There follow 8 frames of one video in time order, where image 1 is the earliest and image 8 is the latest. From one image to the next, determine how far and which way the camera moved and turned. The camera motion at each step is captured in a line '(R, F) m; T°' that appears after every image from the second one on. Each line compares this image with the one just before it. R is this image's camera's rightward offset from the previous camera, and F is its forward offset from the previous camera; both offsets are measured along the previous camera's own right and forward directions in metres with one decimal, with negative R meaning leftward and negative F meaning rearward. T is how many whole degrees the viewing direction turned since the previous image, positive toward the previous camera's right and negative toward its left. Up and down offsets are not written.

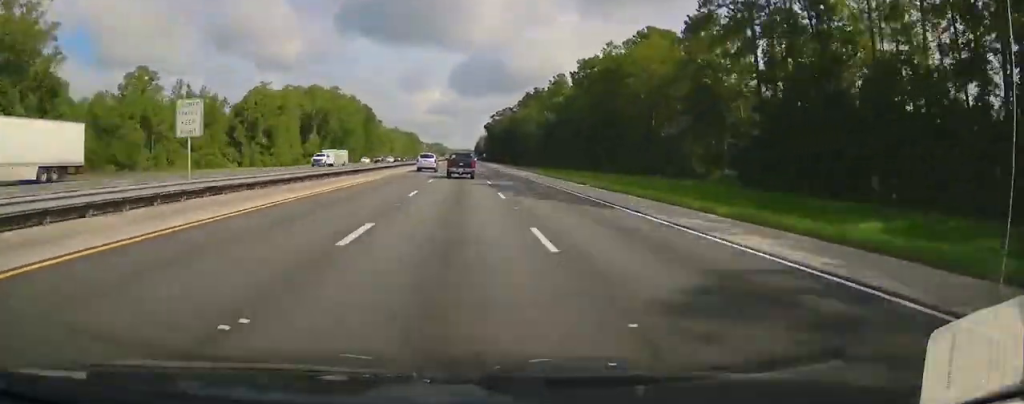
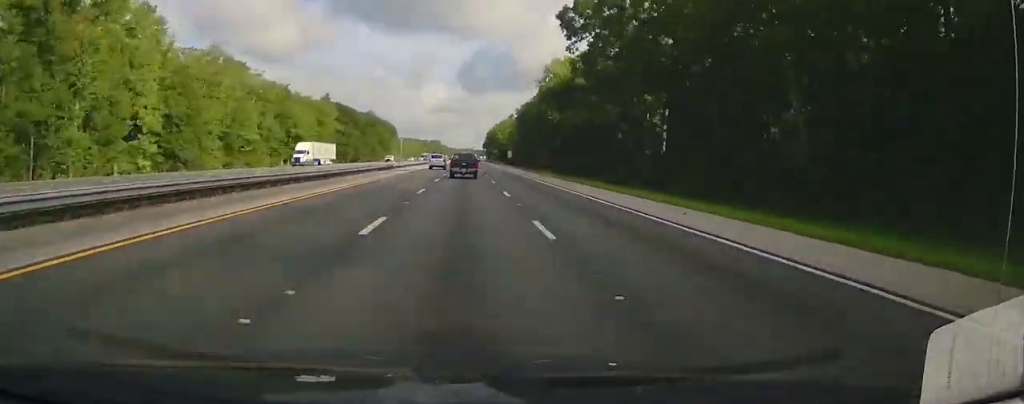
(+0.4, +197.8) m; 0°
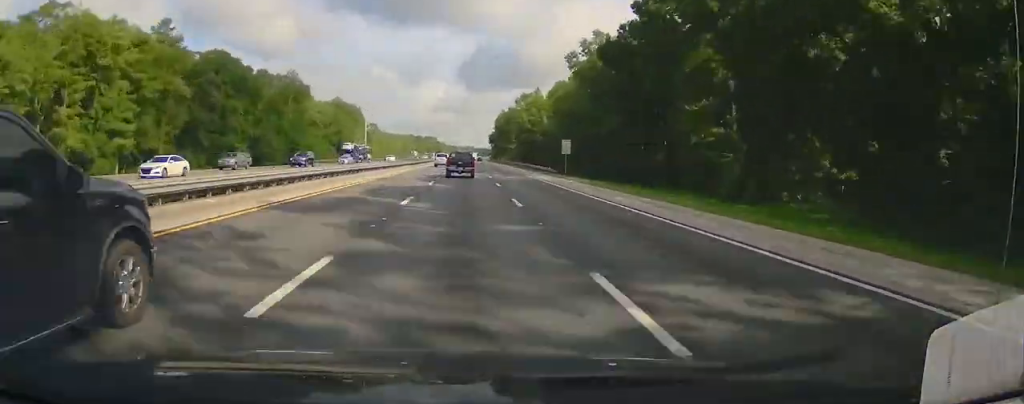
(+0.1, +104.1) m; 0°
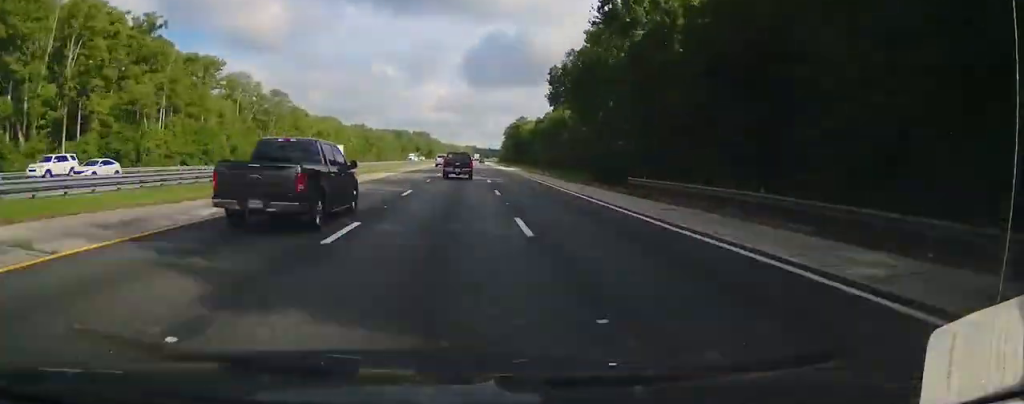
(-0.3, +180.1) m; 0°
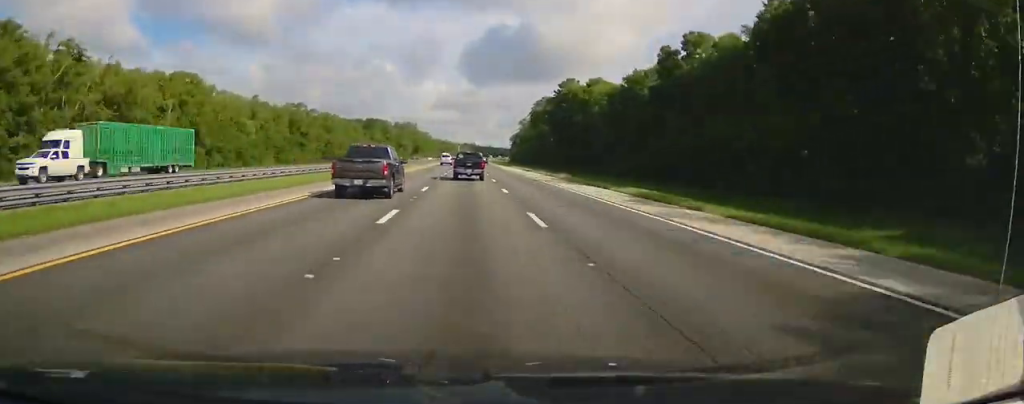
(-0.3, +132.6) m; 0°
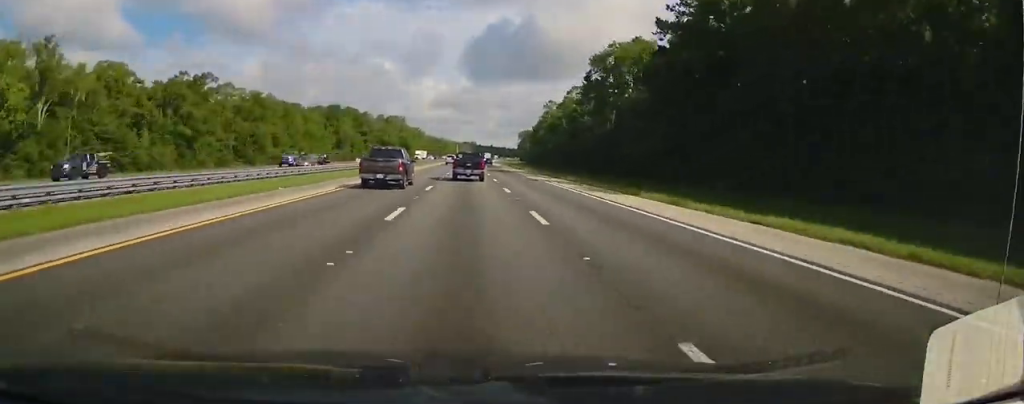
(+0.4, +85.3) m; 0°
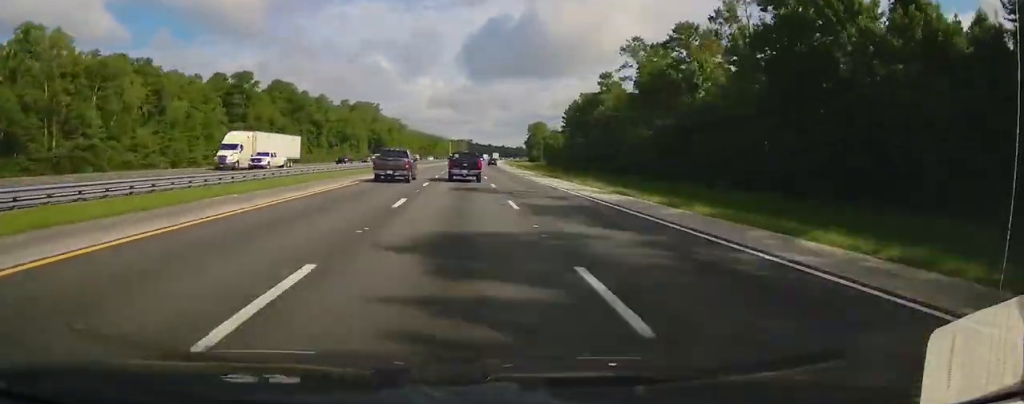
(+0.5, +94.6) m; +1°
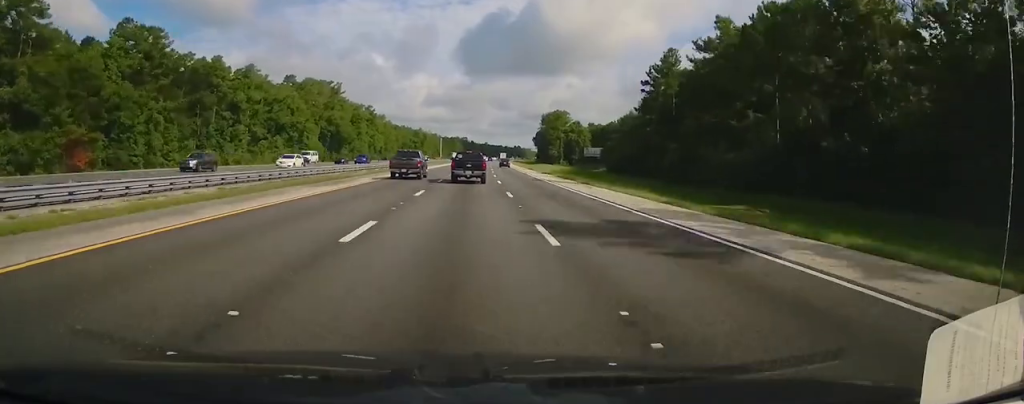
(-0.2, +80.3) m; +1°
